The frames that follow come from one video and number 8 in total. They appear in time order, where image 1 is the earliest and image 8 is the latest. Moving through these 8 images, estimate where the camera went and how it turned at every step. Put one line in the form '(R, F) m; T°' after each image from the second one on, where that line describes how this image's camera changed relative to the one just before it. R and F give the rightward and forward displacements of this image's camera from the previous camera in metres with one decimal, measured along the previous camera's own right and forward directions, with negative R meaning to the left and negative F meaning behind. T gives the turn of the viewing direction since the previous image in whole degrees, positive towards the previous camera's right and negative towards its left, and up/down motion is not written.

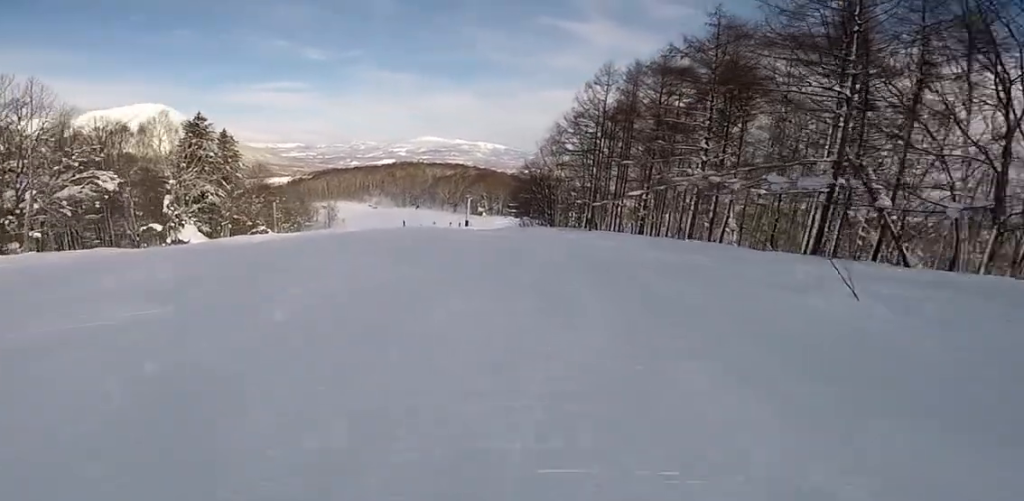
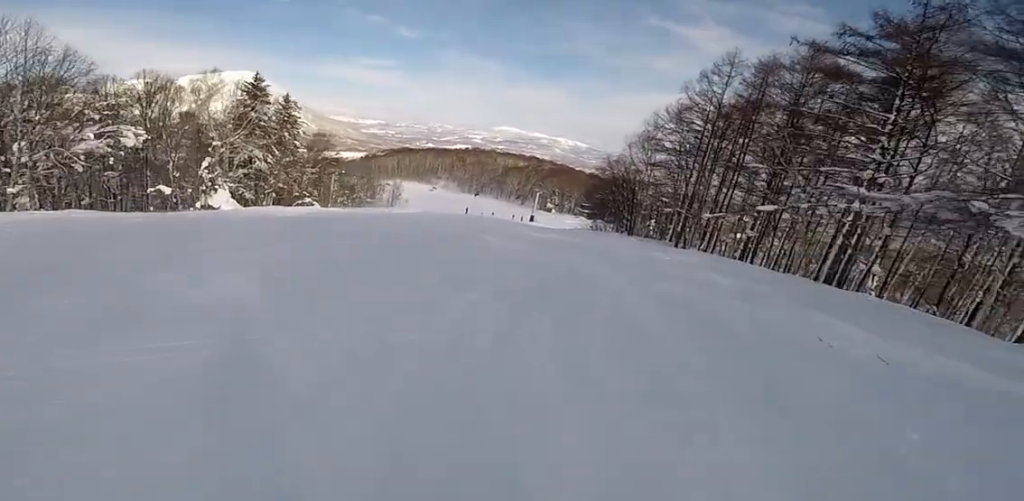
(-0.8, +6.8) m; -8°
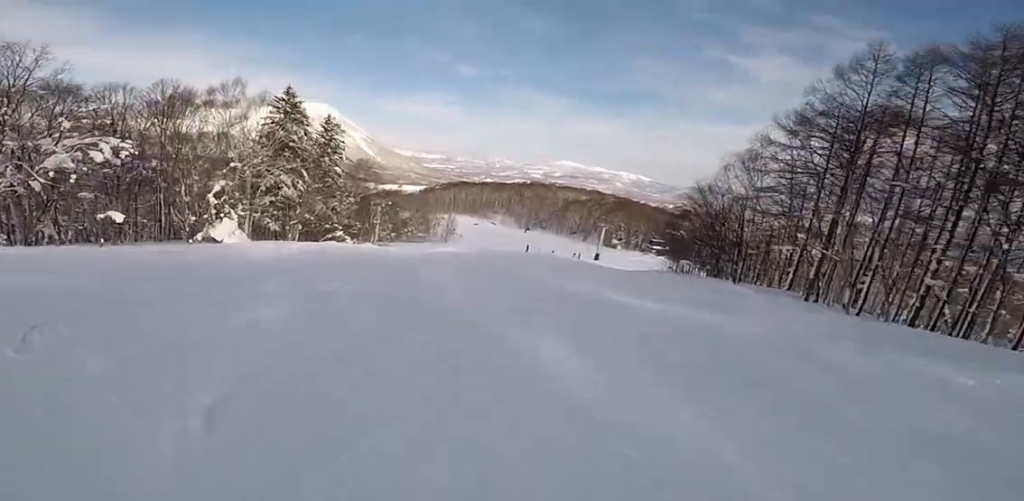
(-0.7, +10.9) m; -7°
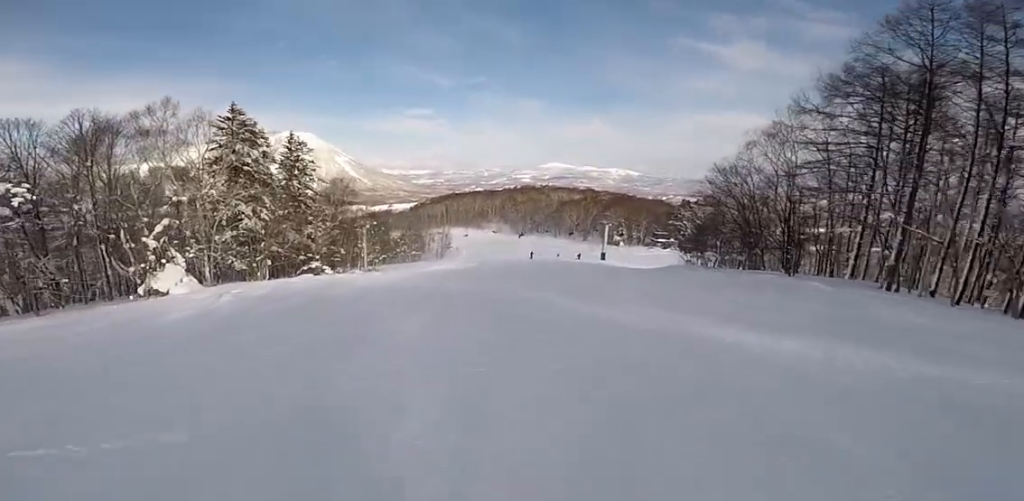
(-0.3, +6.8) m; +3°
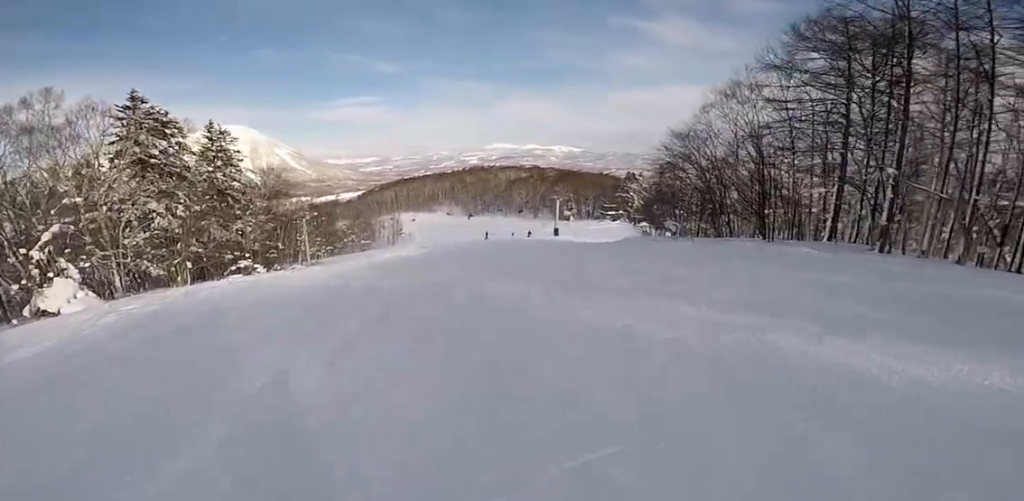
(-0.5, +4.2) m; +3°
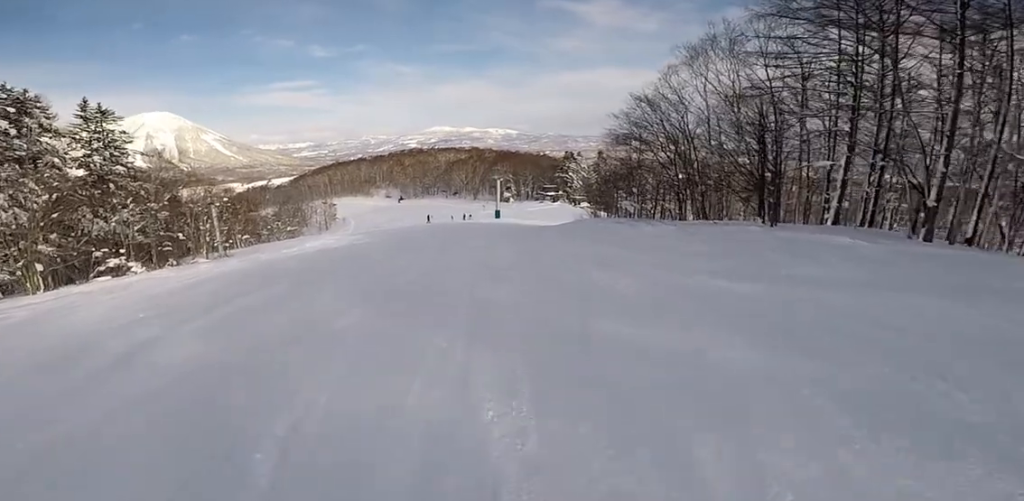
(+0.9, +7.2) m; +2°
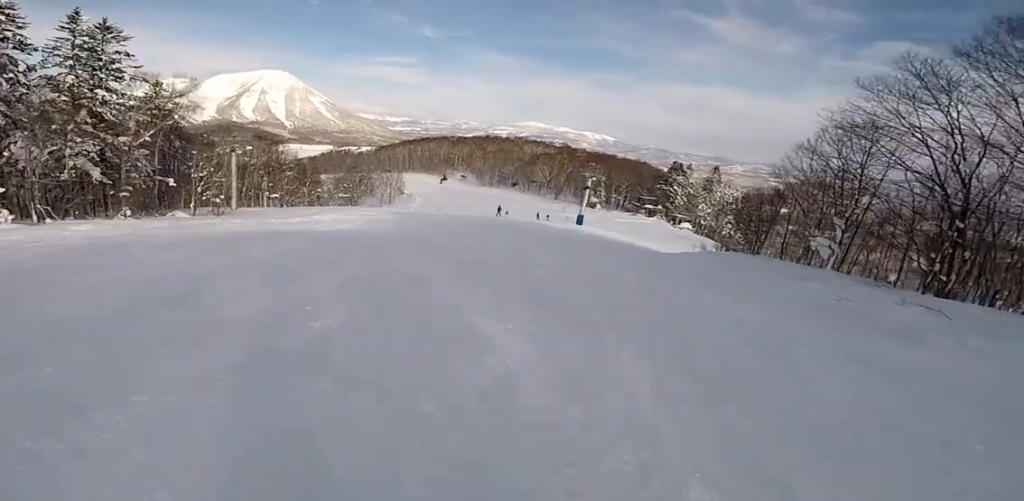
(-0.9, +16.3) m; -4°
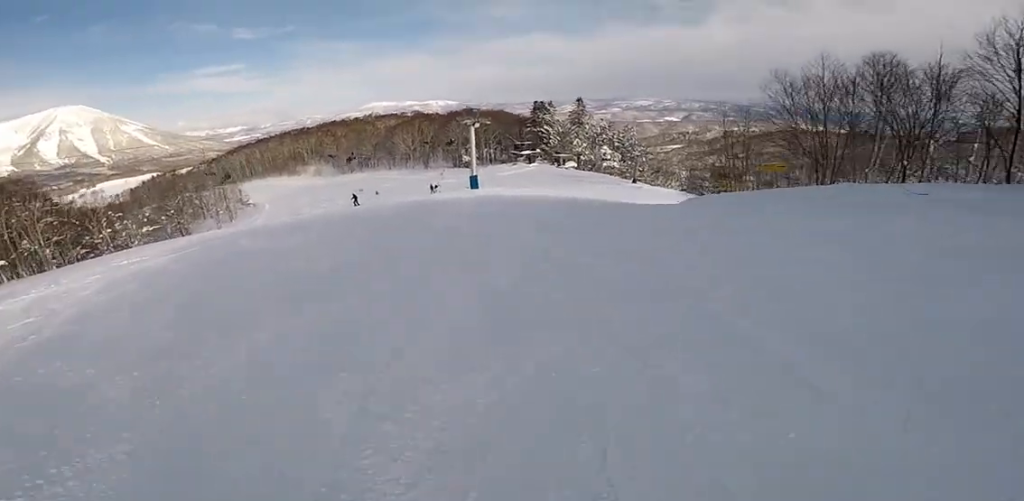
(+2.6, +20.2) m; +5°
